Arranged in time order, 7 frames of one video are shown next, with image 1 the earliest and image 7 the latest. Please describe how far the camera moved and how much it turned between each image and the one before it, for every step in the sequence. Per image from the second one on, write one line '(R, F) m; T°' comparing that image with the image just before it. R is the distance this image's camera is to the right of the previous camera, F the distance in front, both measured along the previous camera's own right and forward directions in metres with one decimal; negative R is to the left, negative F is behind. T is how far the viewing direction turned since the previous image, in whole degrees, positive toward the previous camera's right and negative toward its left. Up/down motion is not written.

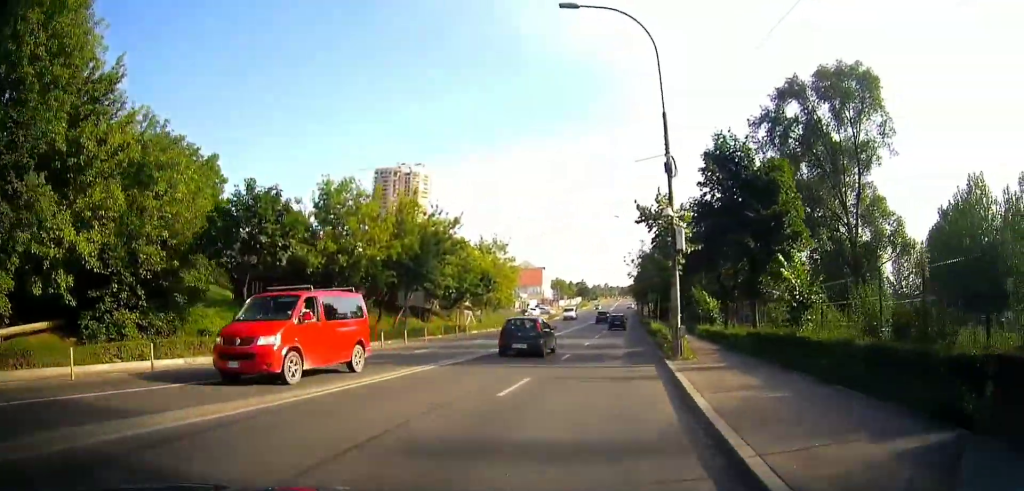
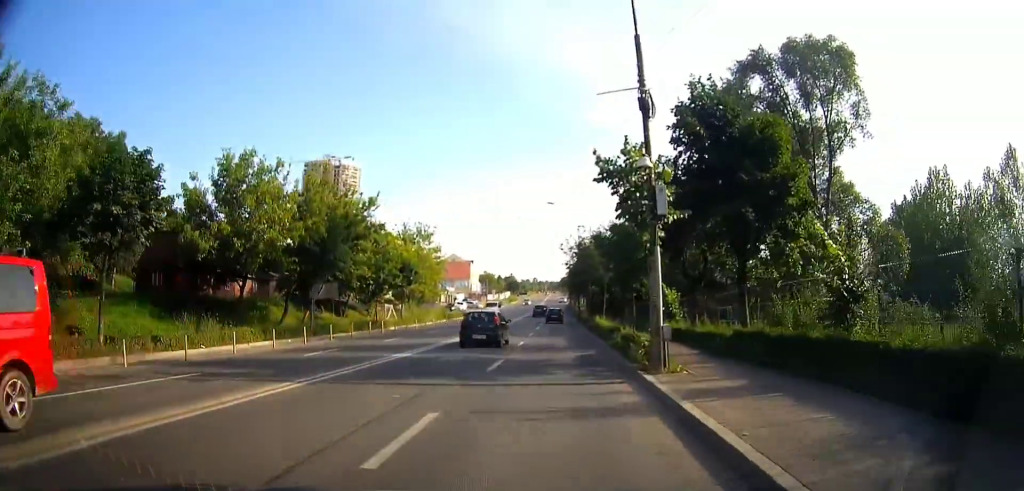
(+0.2, +5.0) m; +6°
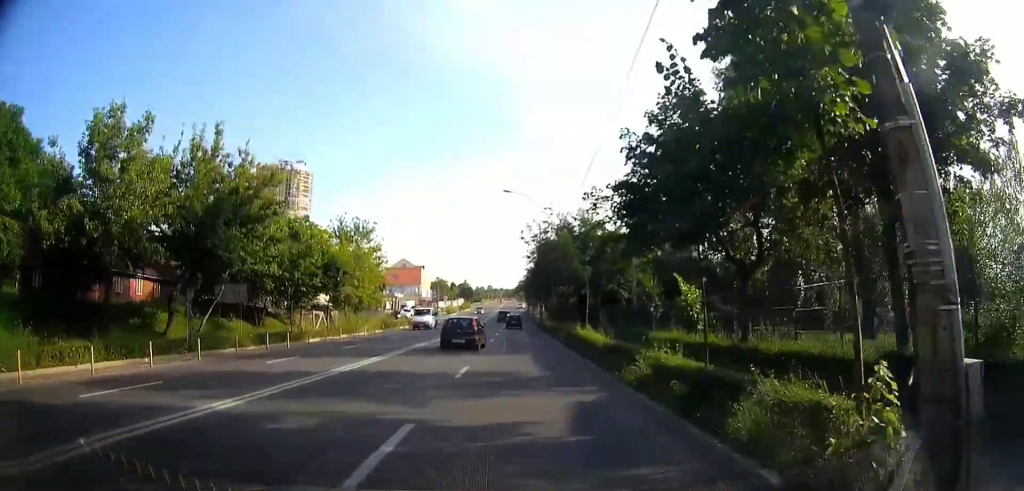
(+0.7, +8.6) m; +8°
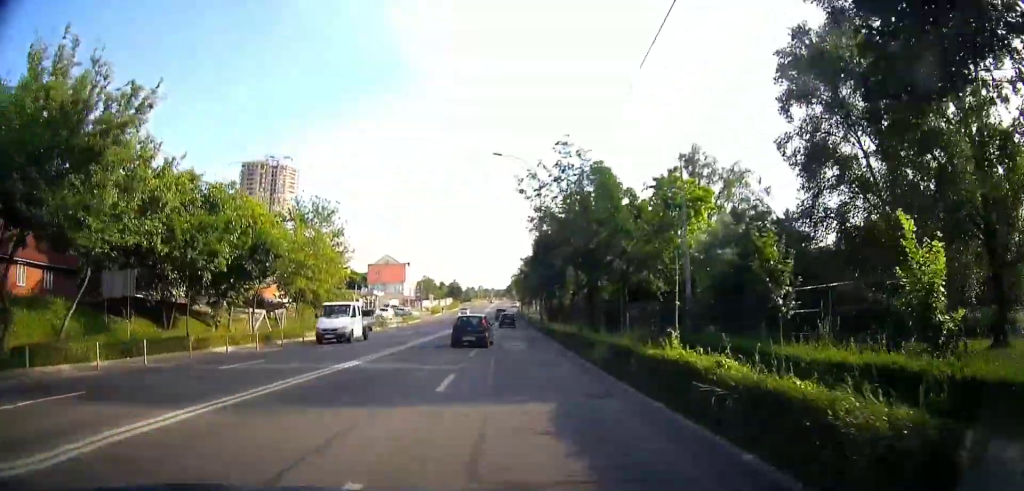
(+0.4, +11.0) m; +3°
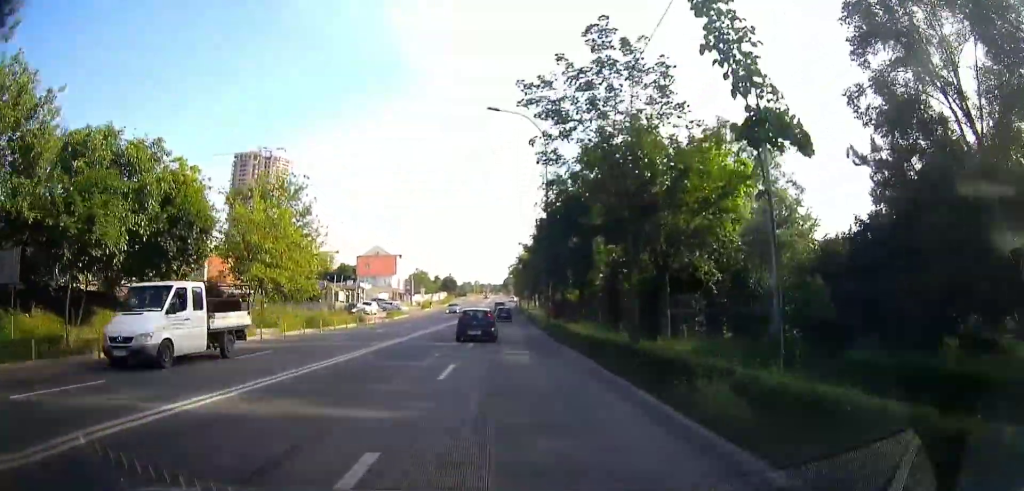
(+0.1, +7.8) m; 0°
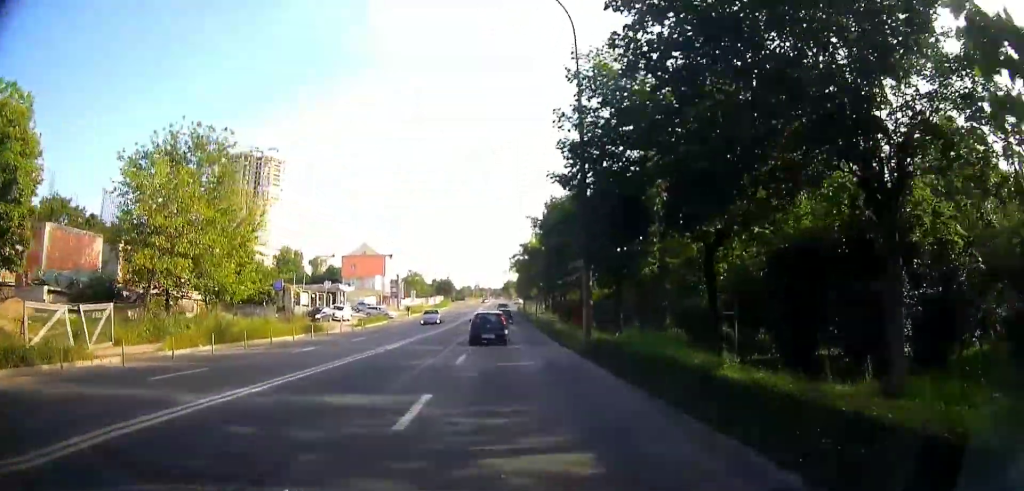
(+0.1, +13.7) m; 0°
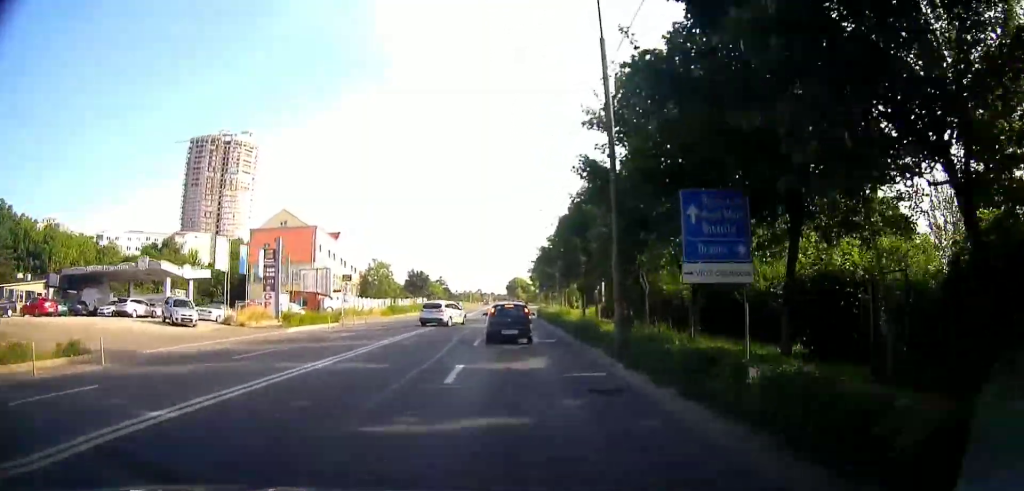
(-0.3, +51.4) m; 0°
